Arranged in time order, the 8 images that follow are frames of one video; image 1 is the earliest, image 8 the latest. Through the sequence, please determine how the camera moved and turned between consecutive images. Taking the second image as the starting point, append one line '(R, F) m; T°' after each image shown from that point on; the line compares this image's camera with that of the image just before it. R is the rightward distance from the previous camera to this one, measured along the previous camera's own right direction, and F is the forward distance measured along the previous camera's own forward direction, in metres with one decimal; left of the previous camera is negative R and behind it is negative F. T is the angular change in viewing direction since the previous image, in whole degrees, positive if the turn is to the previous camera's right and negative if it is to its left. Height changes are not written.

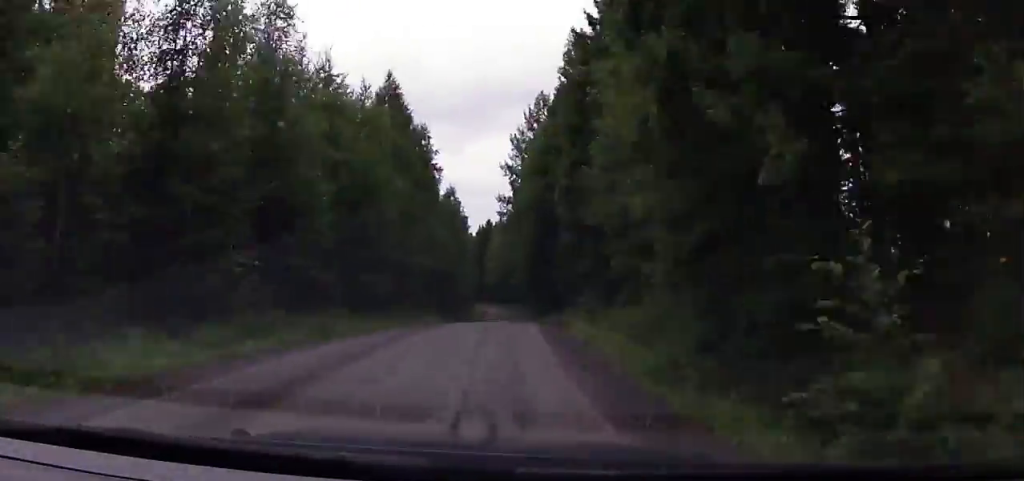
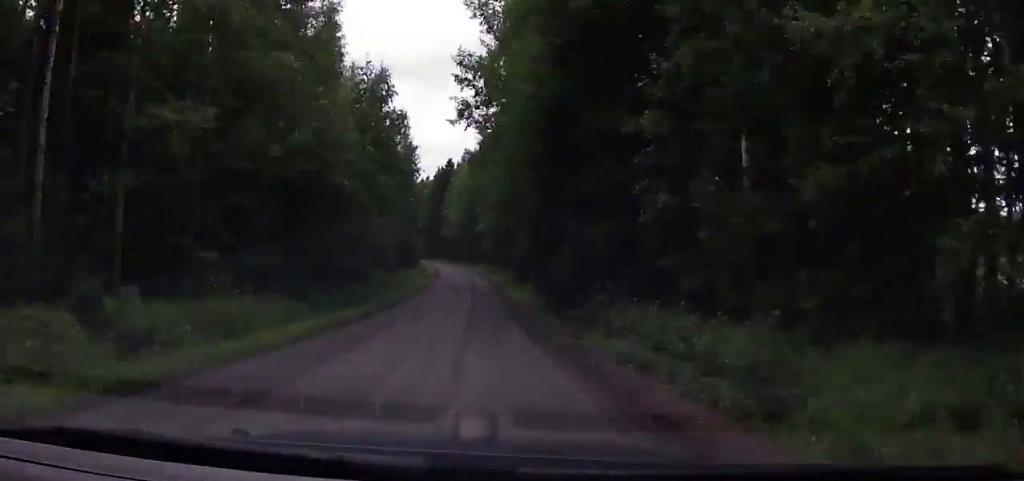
(+1.4, +38.3) m; -1°
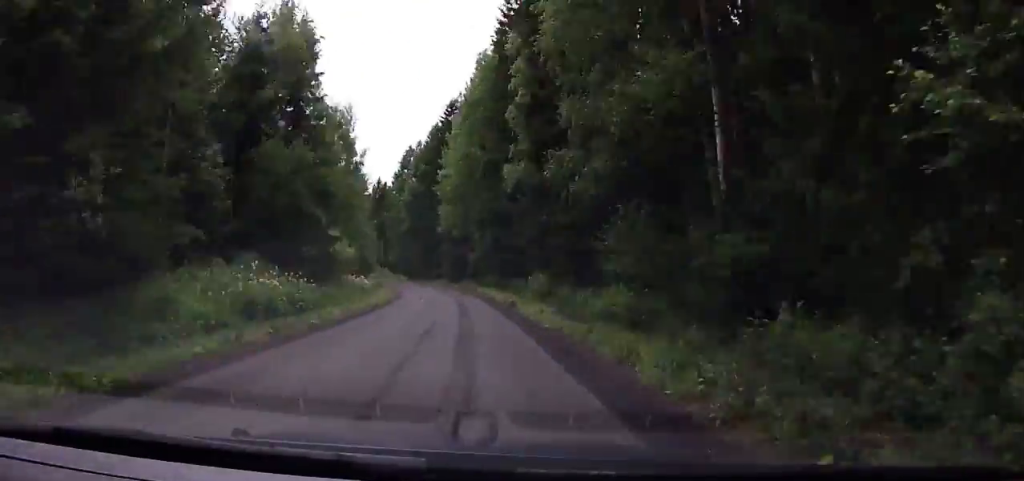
(+1.6, +72.2) m; -5°
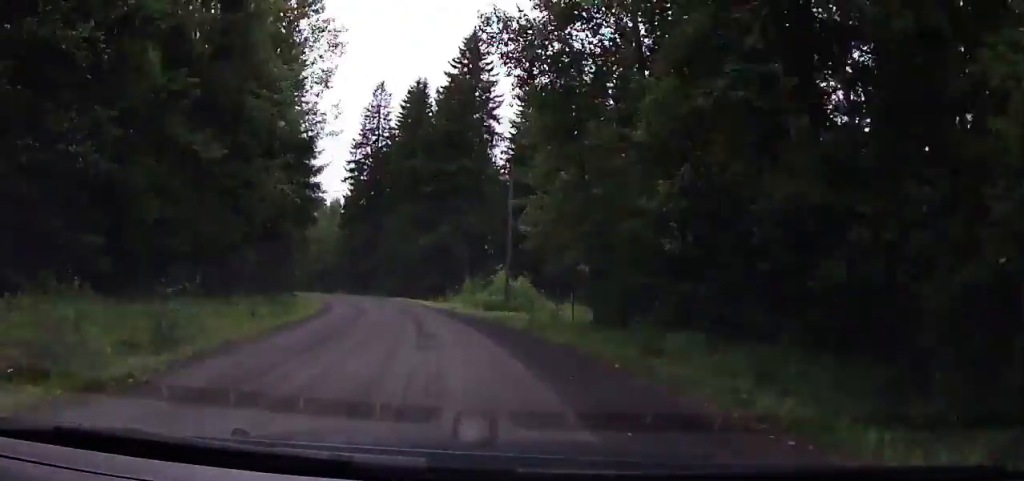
(-10.6, +88.8) m; -20°
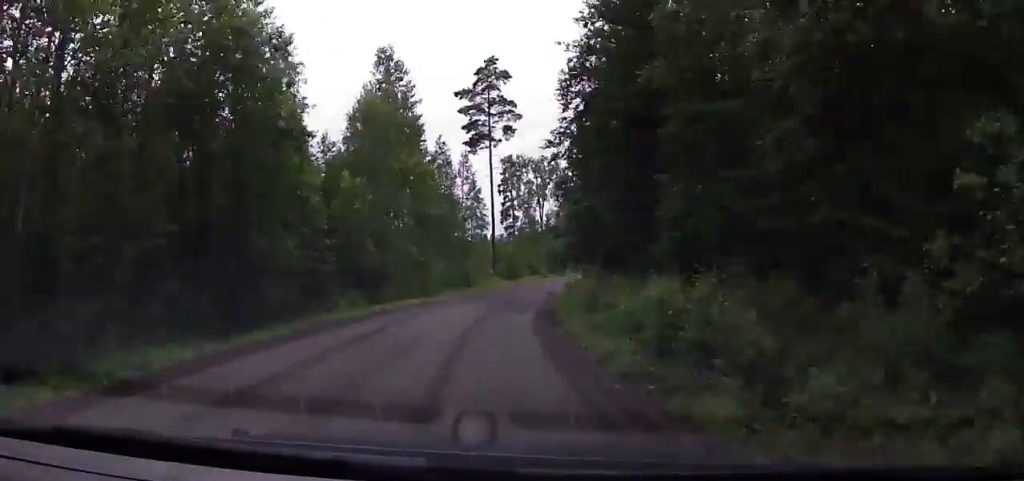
(-49.0, +199.2) m; -6°
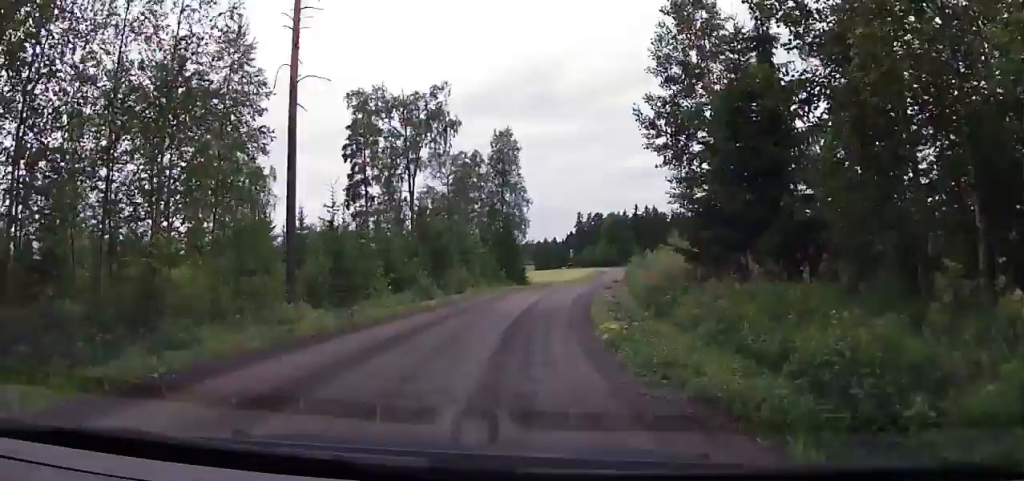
(+2.4, +35.8) m; +5°
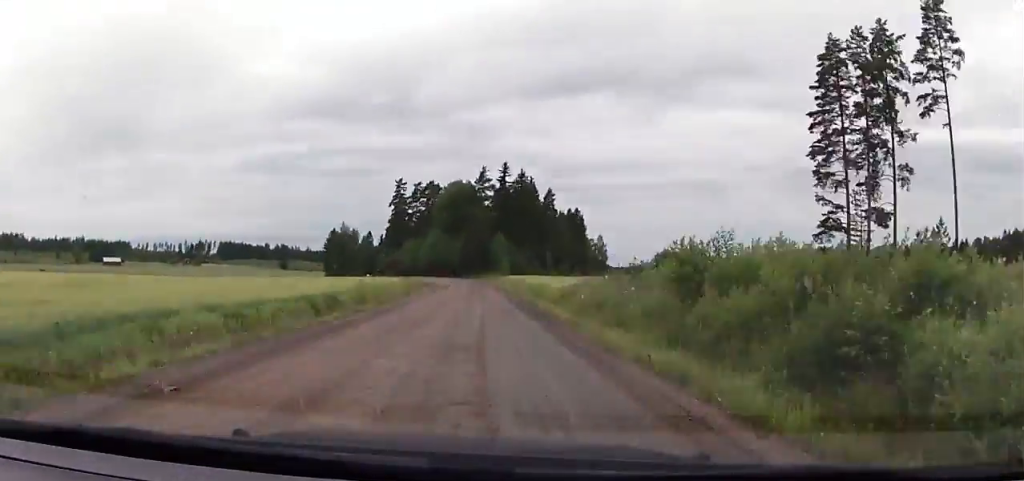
(+12.3, +107.6) m; +6°
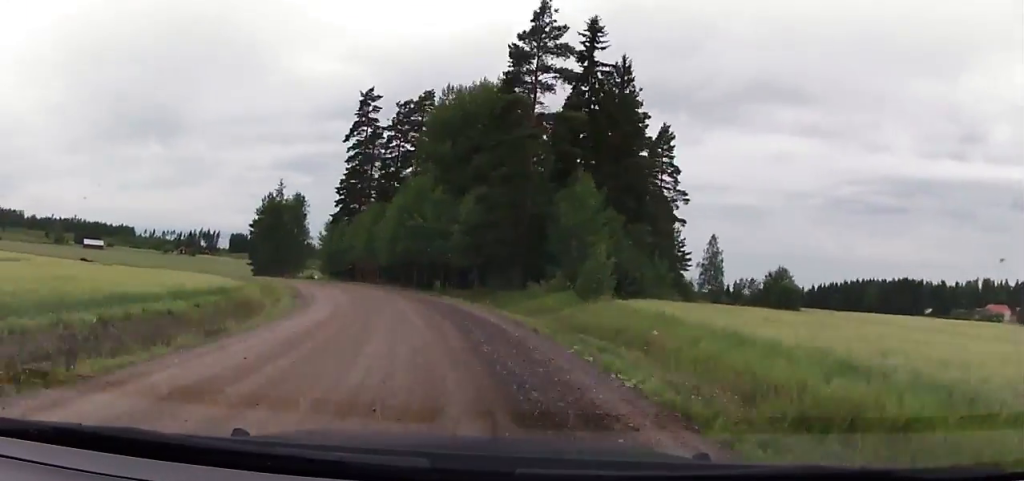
(-2.7, +72.6) m; -12°
